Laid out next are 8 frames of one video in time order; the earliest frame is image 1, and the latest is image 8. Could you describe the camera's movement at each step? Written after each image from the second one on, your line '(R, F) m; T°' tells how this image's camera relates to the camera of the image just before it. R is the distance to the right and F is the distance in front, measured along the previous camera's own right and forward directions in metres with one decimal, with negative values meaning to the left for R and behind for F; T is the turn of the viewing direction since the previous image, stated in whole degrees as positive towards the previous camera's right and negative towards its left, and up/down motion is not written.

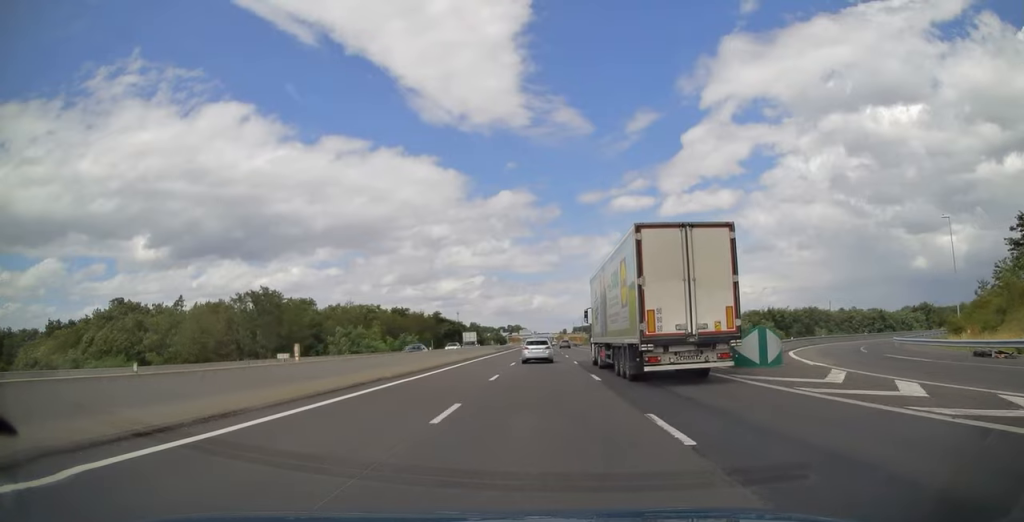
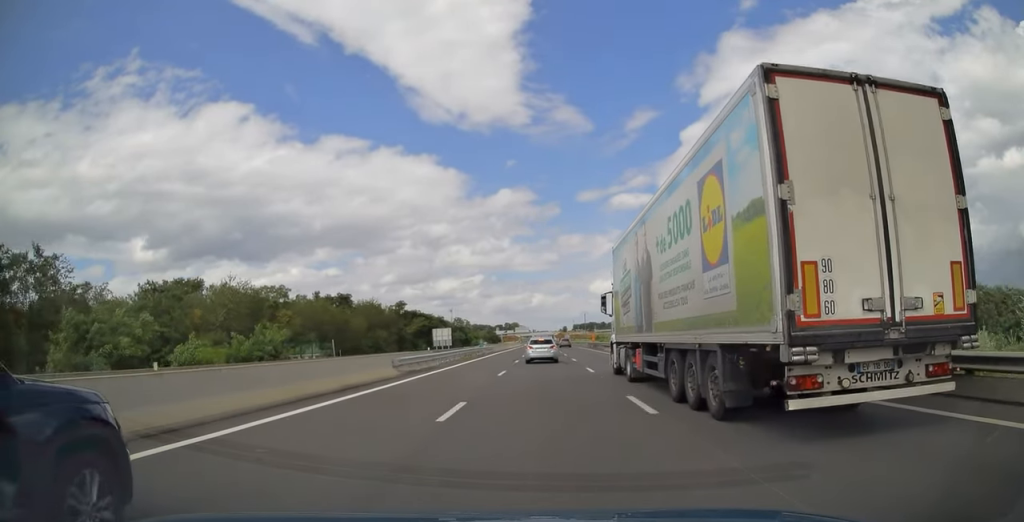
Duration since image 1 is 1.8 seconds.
(+0.2, +49.2) m; 0°
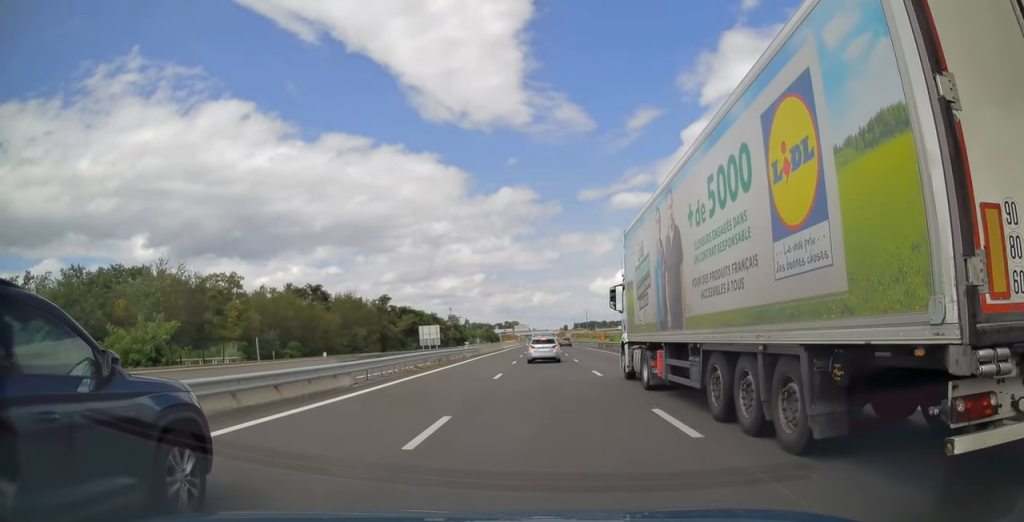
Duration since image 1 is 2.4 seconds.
(0.0, +15.6) m; 0°
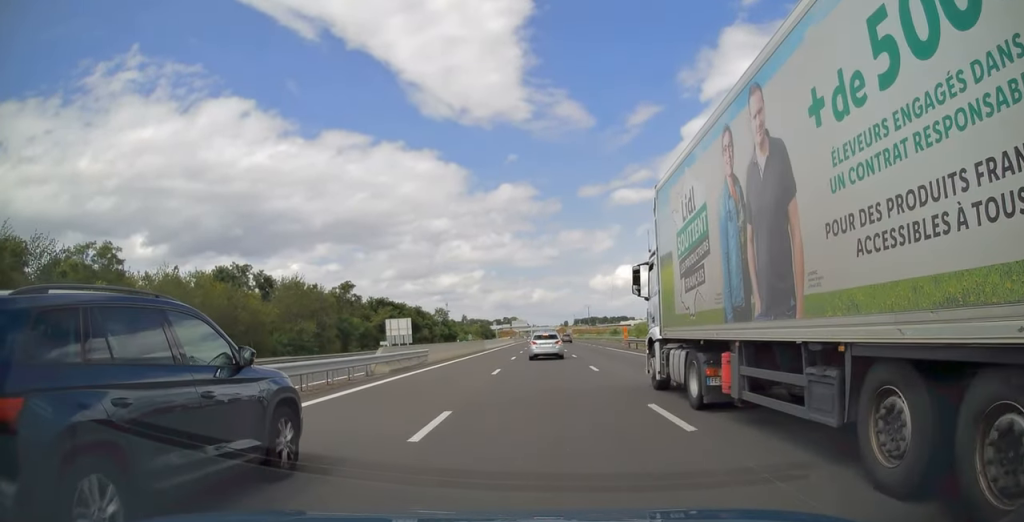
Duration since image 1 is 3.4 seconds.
(+0.1, +25.8) m; 0°
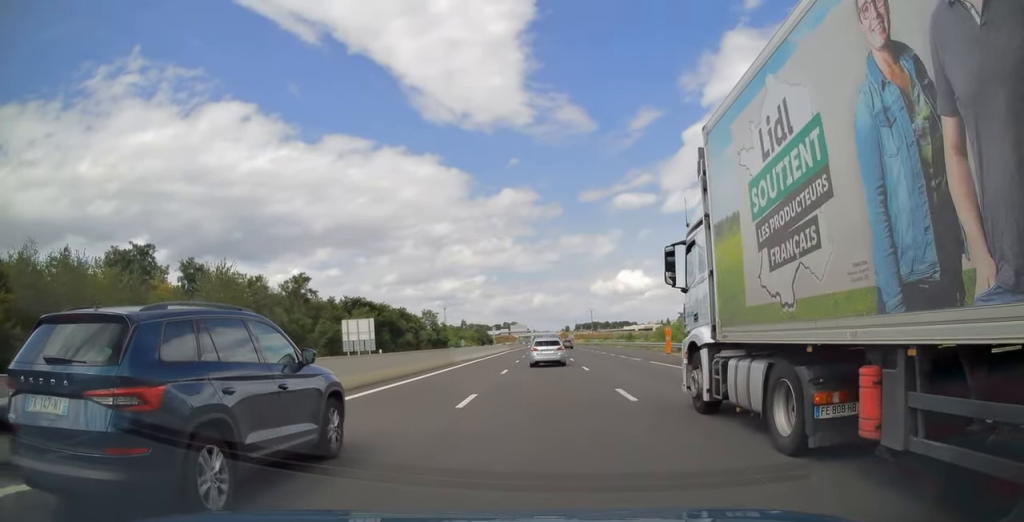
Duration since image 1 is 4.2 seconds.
(0.0, +21.8) m; 0°
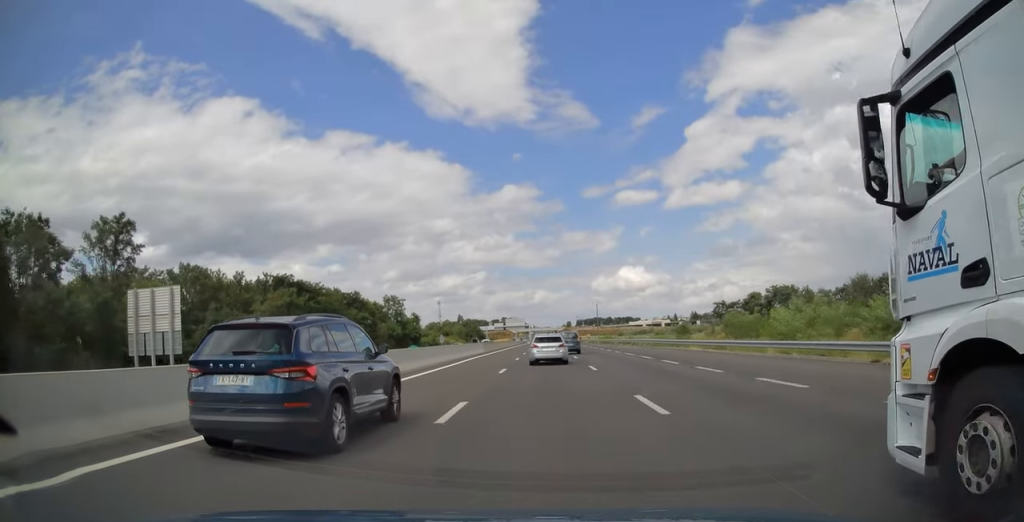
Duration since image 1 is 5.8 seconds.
(-0.1, +42.2) m; 0°
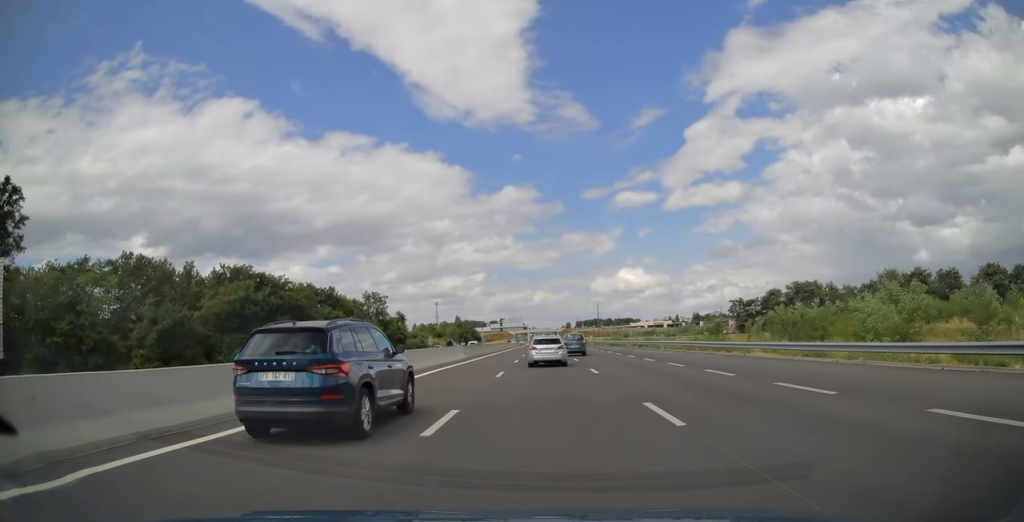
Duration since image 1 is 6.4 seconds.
(0.0, +14.3) m; 0°
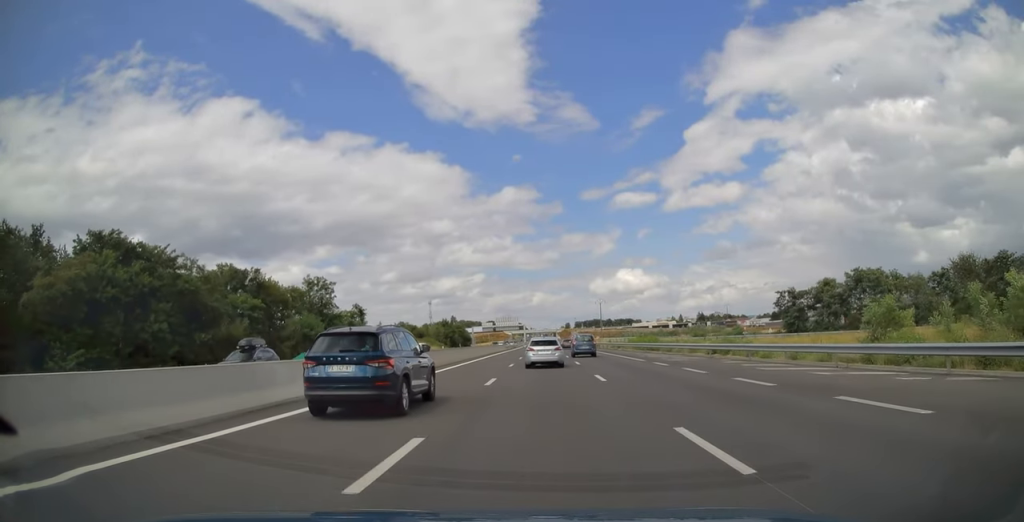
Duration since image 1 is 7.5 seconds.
(+0.1, +29.2) m; 0°
